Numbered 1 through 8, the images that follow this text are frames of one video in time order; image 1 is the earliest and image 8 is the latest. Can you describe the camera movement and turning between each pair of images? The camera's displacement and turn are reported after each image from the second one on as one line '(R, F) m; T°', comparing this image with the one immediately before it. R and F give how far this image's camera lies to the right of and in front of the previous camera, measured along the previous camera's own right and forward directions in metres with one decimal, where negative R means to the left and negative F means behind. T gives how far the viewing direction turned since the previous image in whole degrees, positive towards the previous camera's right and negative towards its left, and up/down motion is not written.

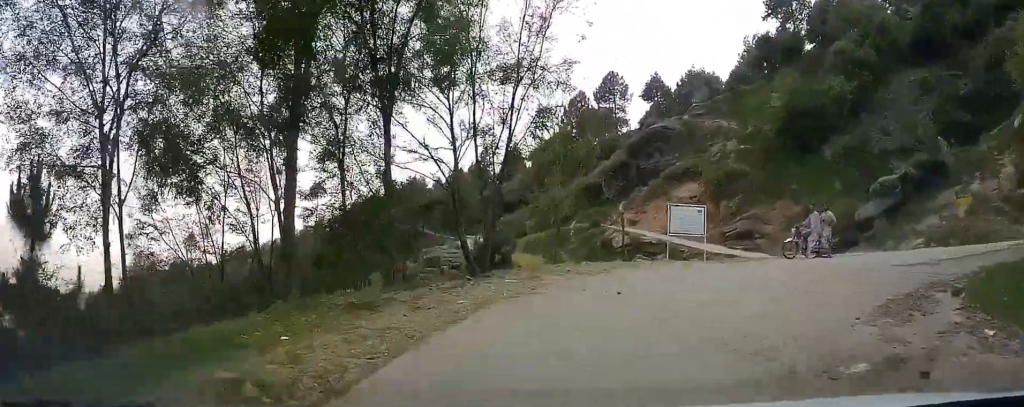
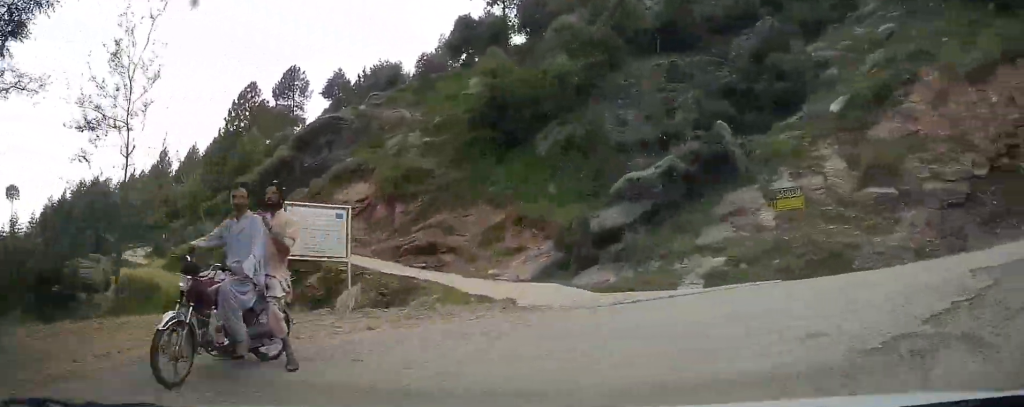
(+1.4, +9.3) m; +28°
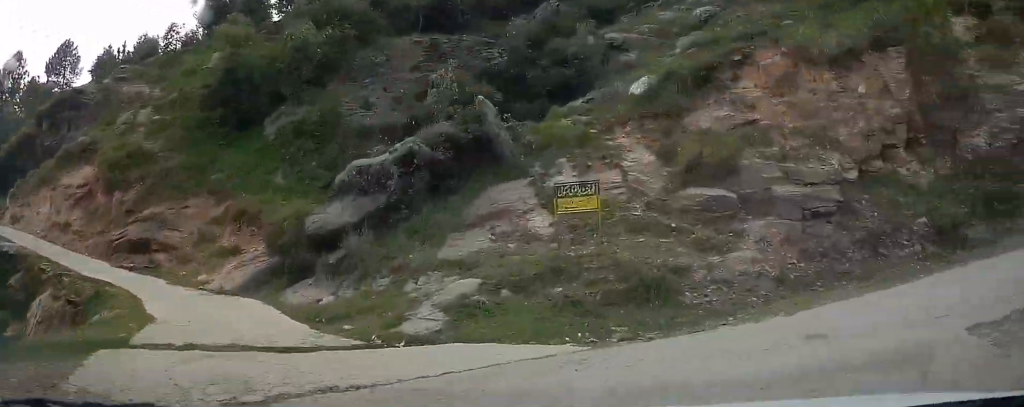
(+1.0, +4.9) m; +31°
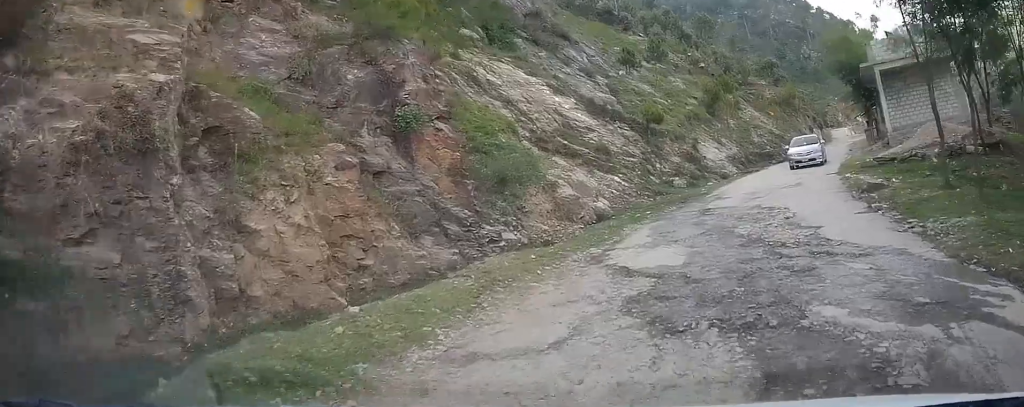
(+6.4, +7.1) m; +68°
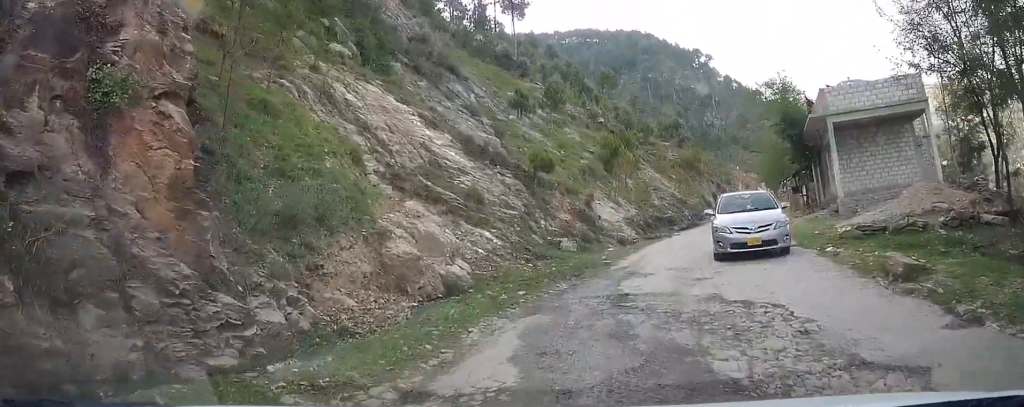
(+1.2, +6.6) m; +14°
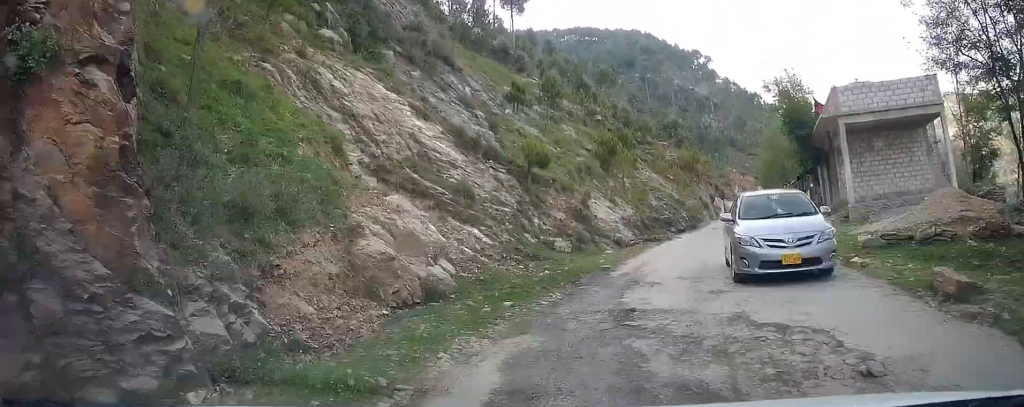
(+0.1, +4.1) m; +3°
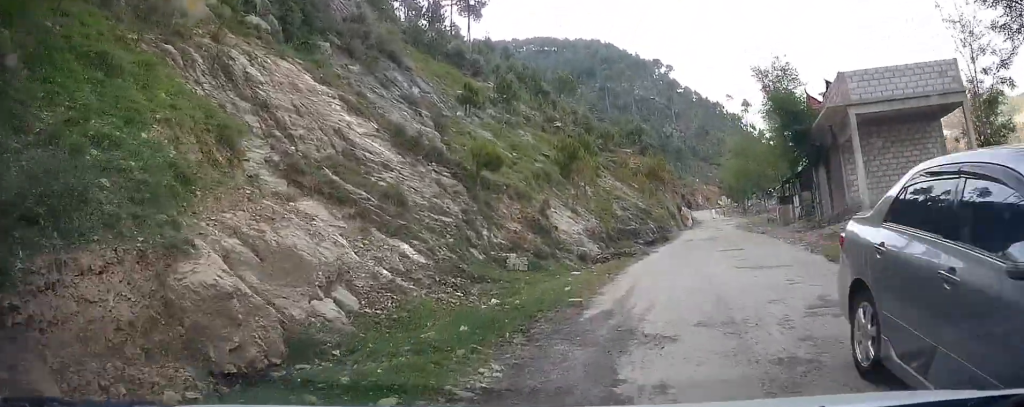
(+0.1, +3.9) m; +3°
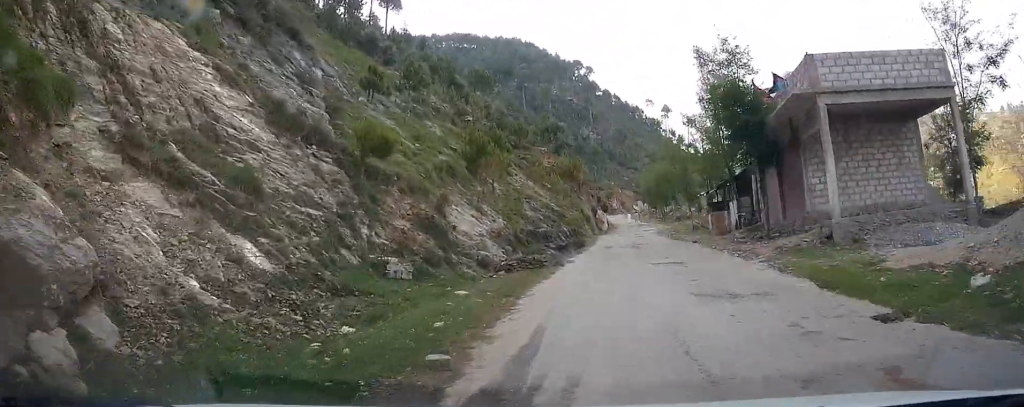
(-0.1, +3.4) m; +4°
